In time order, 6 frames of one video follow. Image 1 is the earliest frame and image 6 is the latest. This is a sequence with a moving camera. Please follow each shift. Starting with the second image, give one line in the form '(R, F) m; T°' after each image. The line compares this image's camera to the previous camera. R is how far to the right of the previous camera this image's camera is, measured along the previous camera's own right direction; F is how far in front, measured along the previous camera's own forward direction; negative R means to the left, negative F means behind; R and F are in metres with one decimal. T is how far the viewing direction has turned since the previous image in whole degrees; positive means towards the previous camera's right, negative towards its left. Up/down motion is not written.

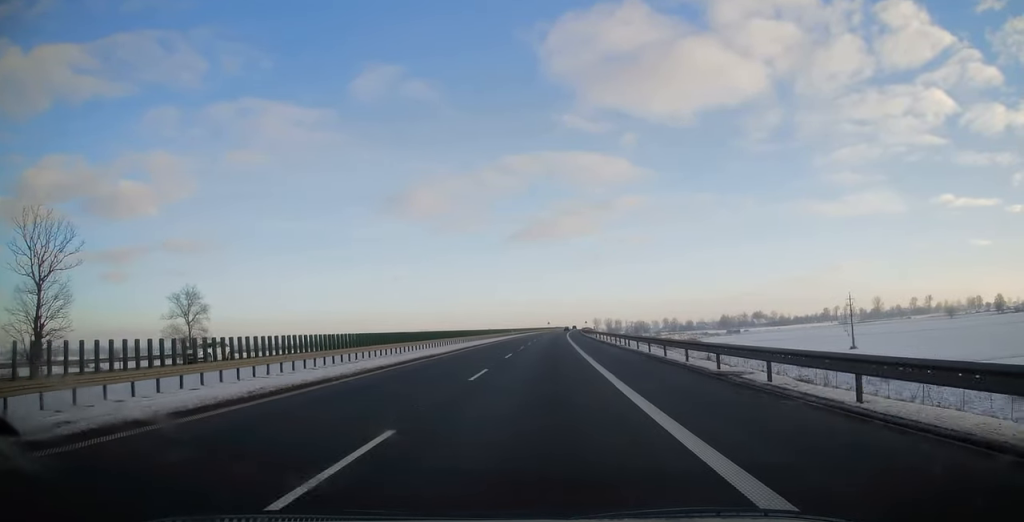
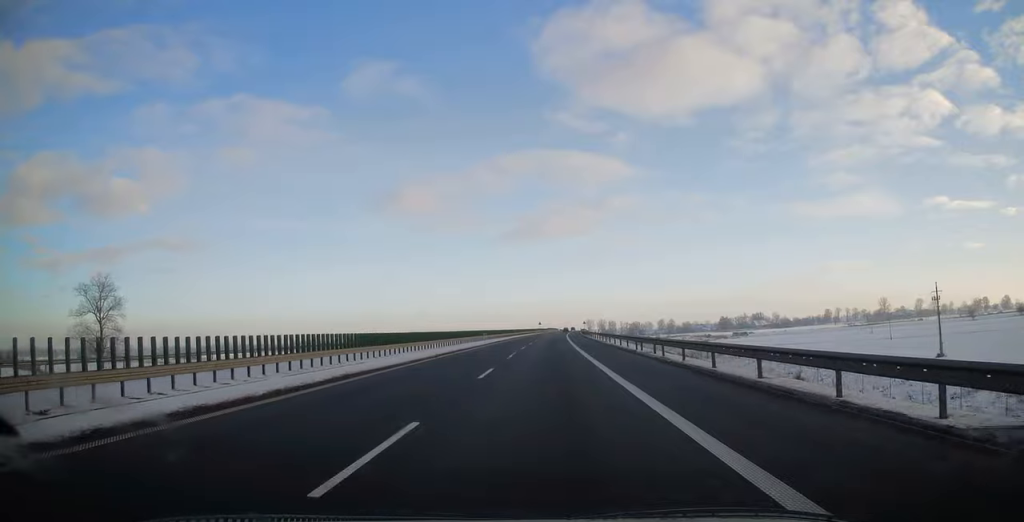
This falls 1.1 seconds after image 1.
(+0.3, +35.0) m; +1°
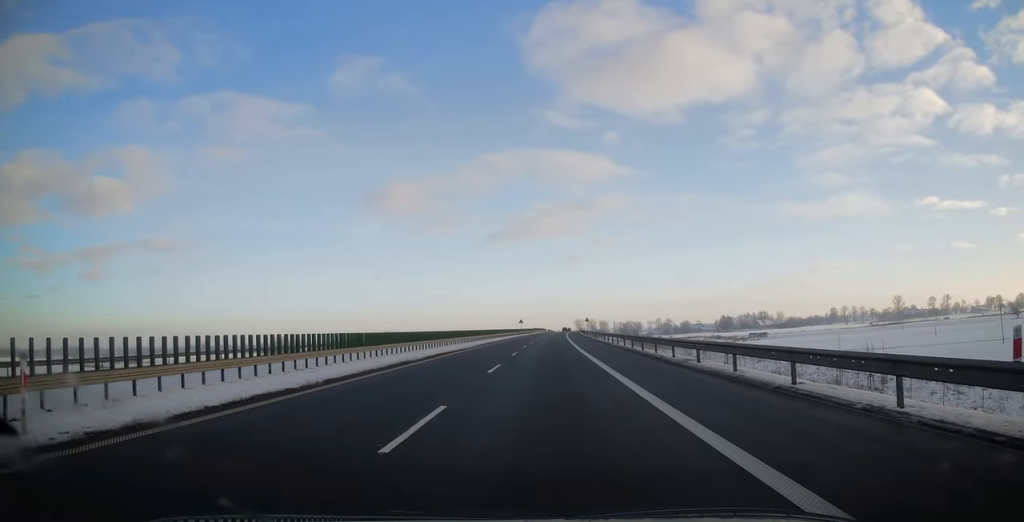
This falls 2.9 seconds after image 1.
(+0.4, +57.7) m; +1°
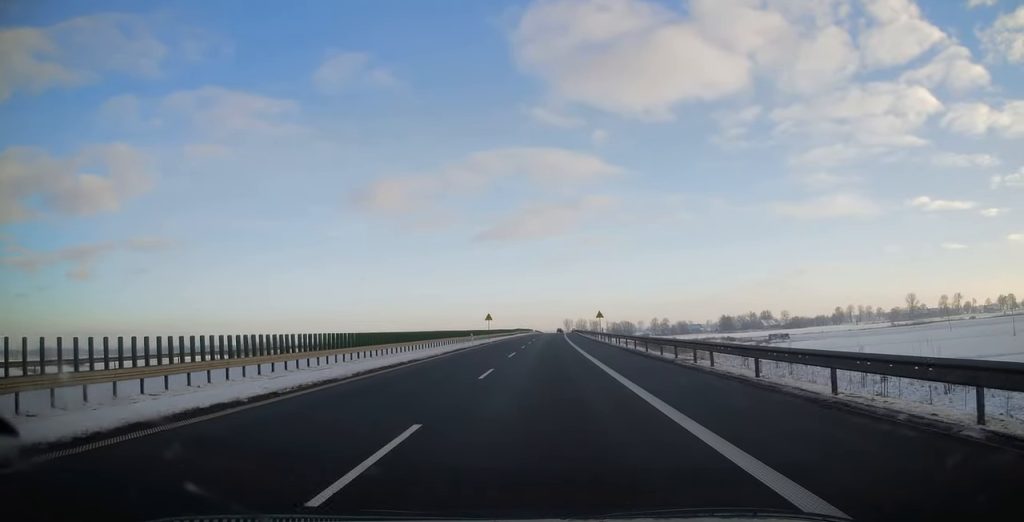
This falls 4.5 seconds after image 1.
(+0.6, +49.8) m; +1°
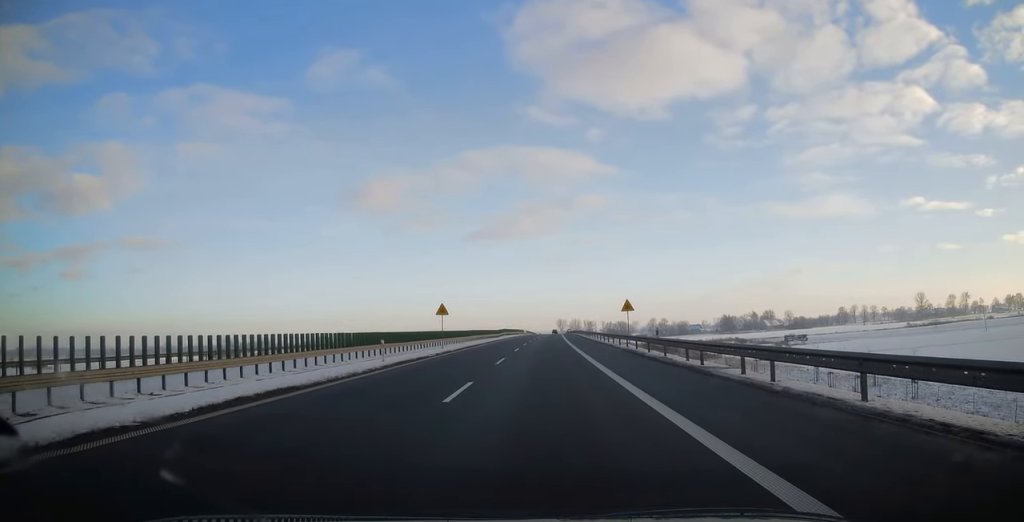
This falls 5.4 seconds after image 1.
(+0.2, +29.2) m; +1°
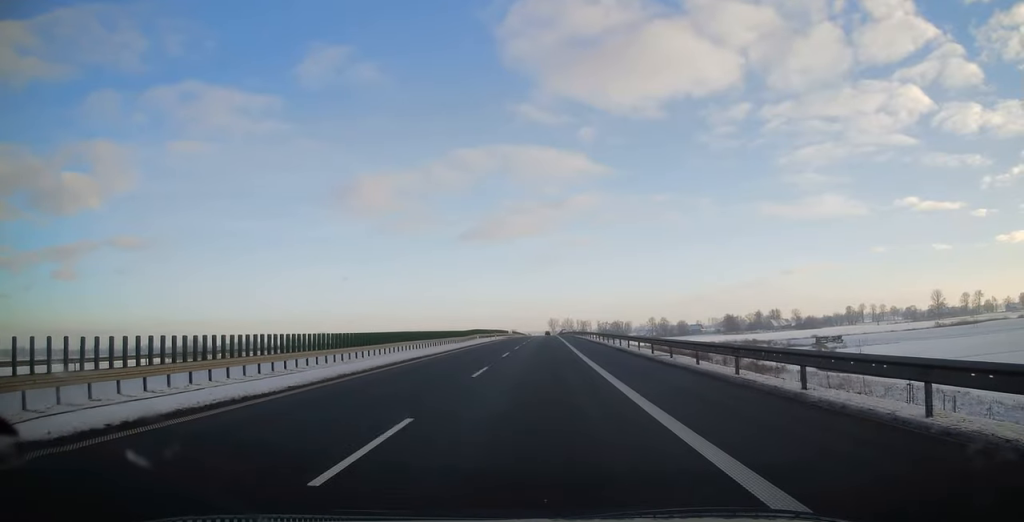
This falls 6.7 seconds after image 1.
(+0.4, +41.9) m; +1°
